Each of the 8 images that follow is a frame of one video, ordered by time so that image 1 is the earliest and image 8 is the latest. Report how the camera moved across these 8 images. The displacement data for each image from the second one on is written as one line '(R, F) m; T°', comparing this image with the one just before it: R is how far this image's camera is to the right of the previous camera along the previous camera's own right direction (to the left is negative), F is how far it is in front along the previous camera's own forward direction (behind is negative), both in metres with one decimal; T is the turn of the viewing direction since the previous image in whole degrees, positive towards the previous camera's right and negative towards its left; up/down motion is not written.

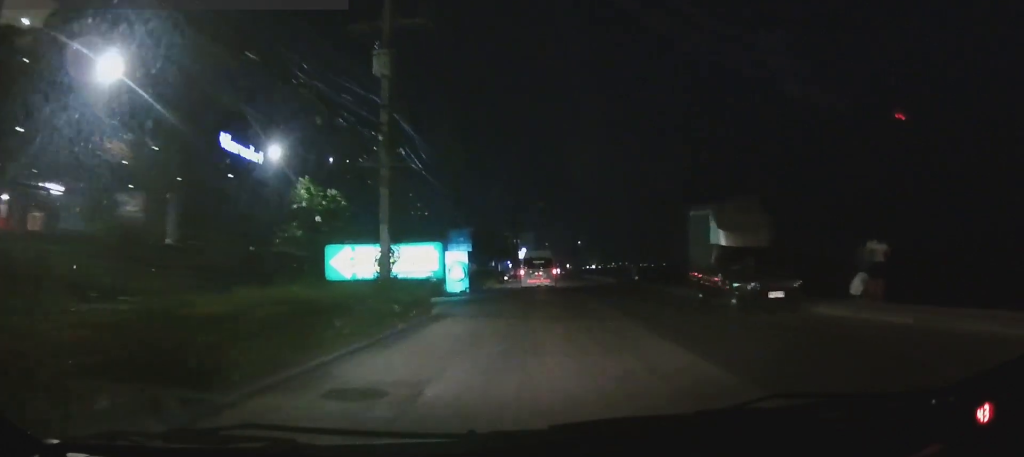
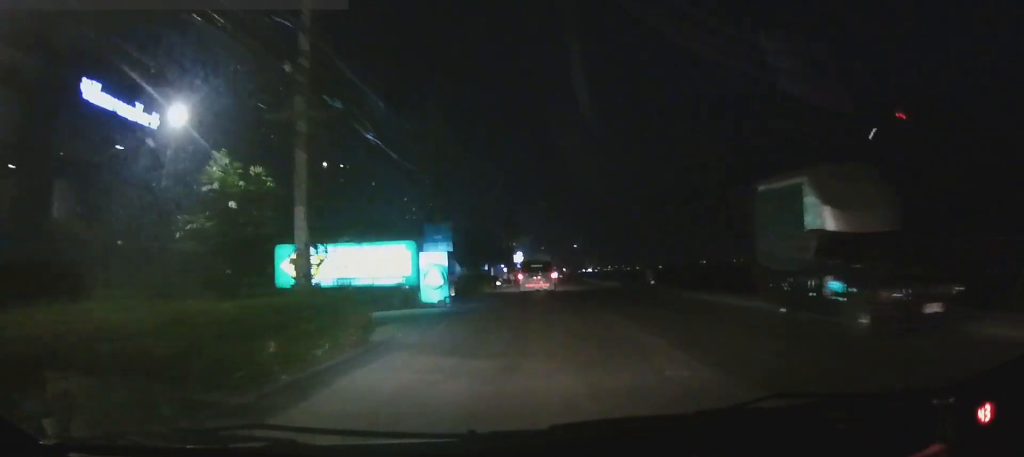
(+0.1, +6.1) m; +1°
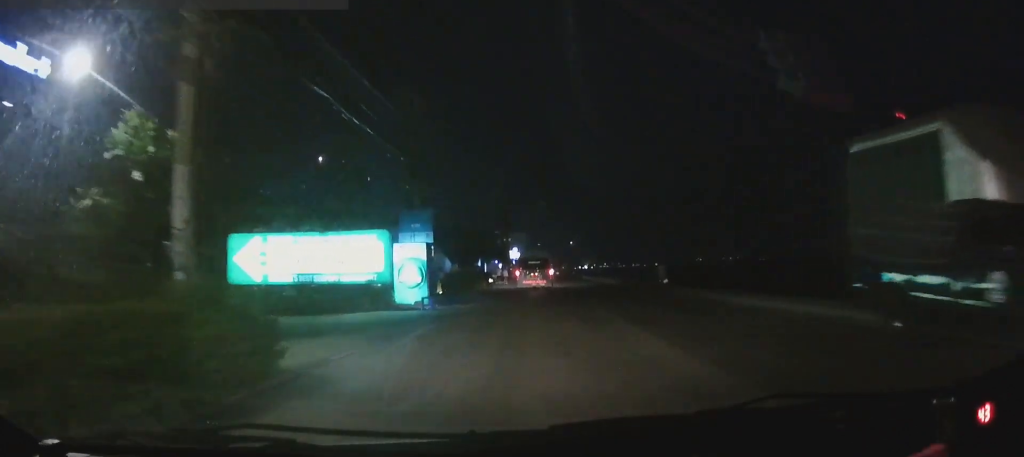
(0.0, +4.0) m; 0°
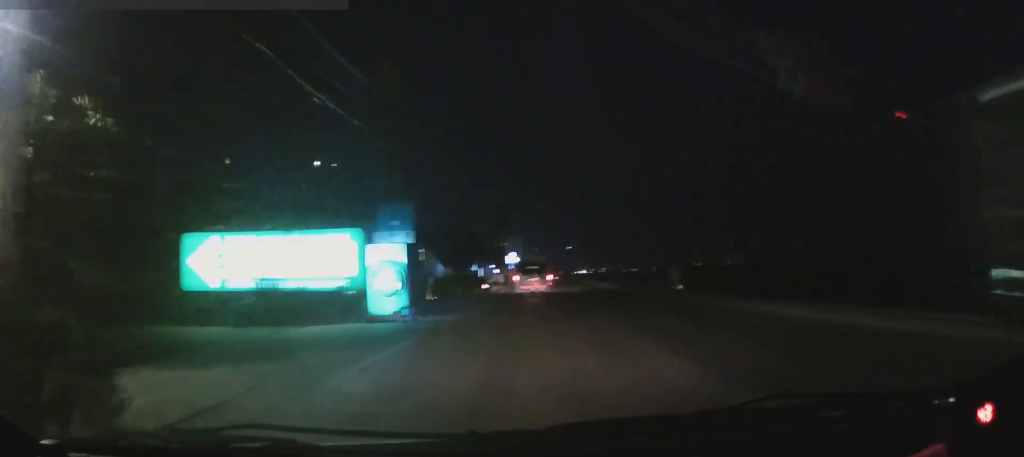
(0.0, +3.0) m; 0°
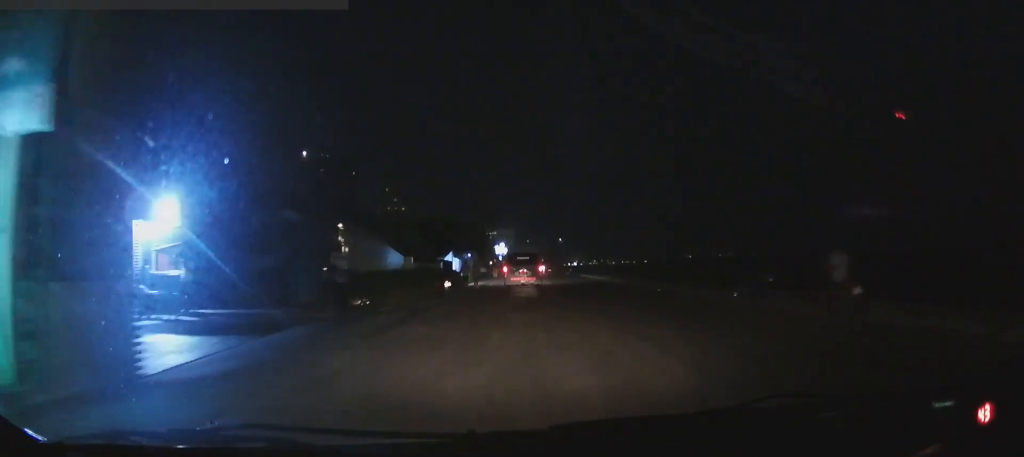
(0.0, +13.7) m; 0°
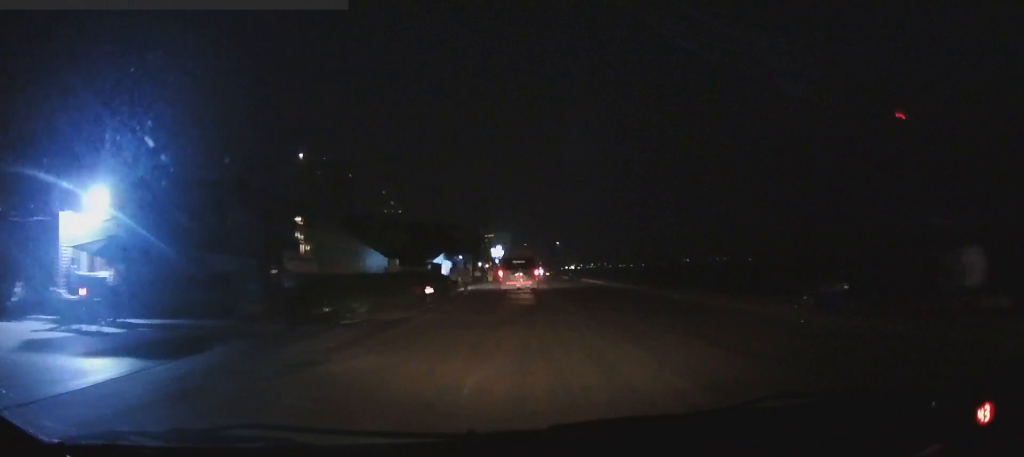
(0.0, +3.9) m; 0°
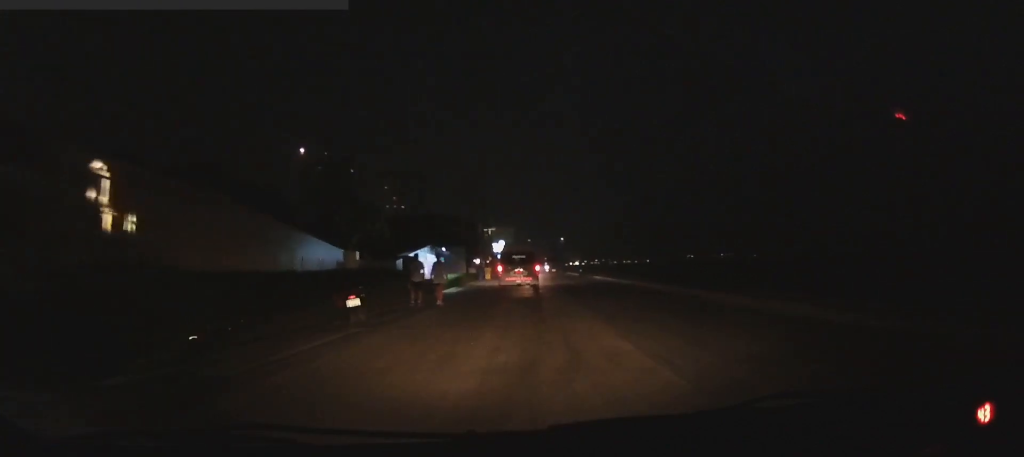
(0.0, +9.6) m; 0°
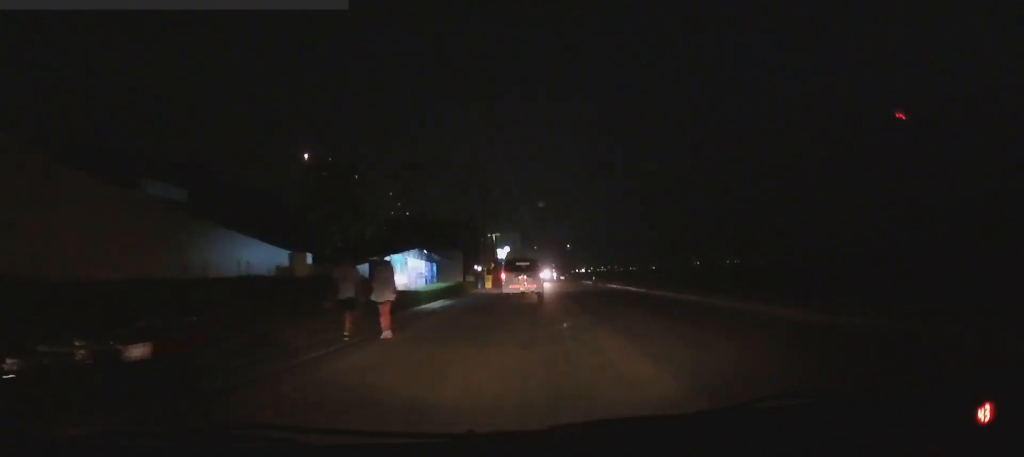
(0.0, +7.5) m; 0°
